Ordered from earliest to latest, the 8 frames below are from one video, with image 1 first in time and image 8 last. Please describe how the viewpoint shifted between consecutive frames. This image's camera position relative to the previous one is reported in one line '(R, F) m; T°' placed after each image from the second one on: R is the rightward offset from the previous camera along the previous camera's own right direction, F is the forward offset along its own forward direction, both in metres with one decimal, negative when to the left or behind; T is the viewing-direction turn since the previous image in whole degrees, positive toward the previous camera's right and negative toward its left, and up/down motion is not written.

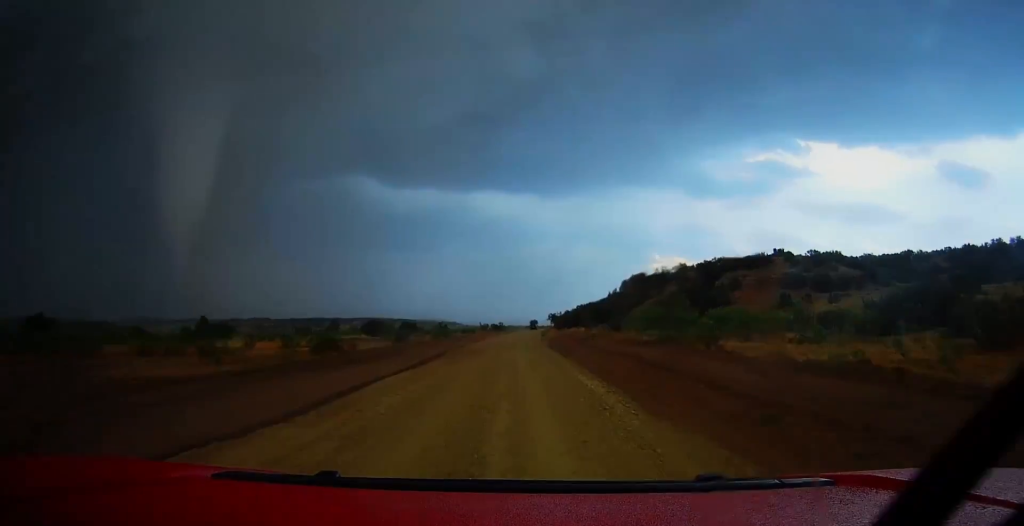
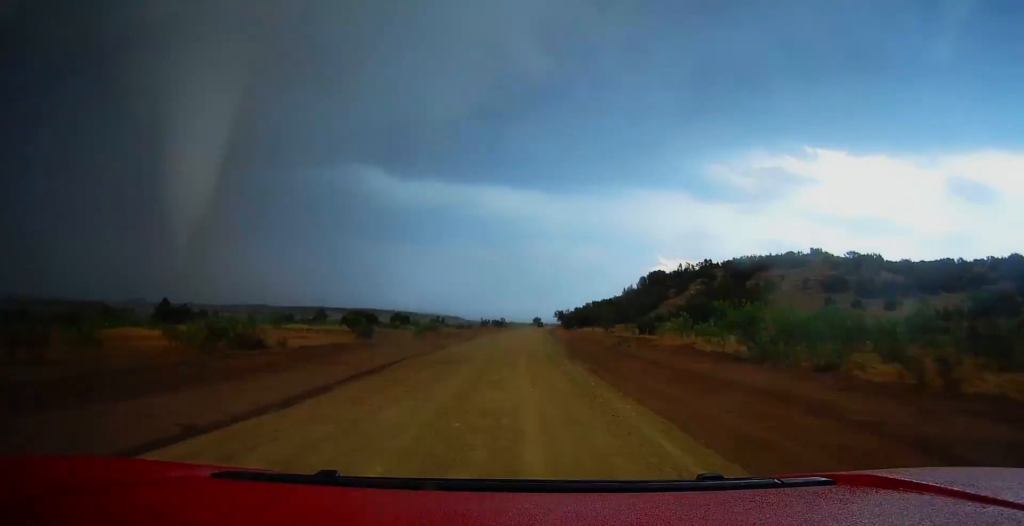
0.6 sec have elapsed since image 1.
(-0.1, +15.6) m; 0°
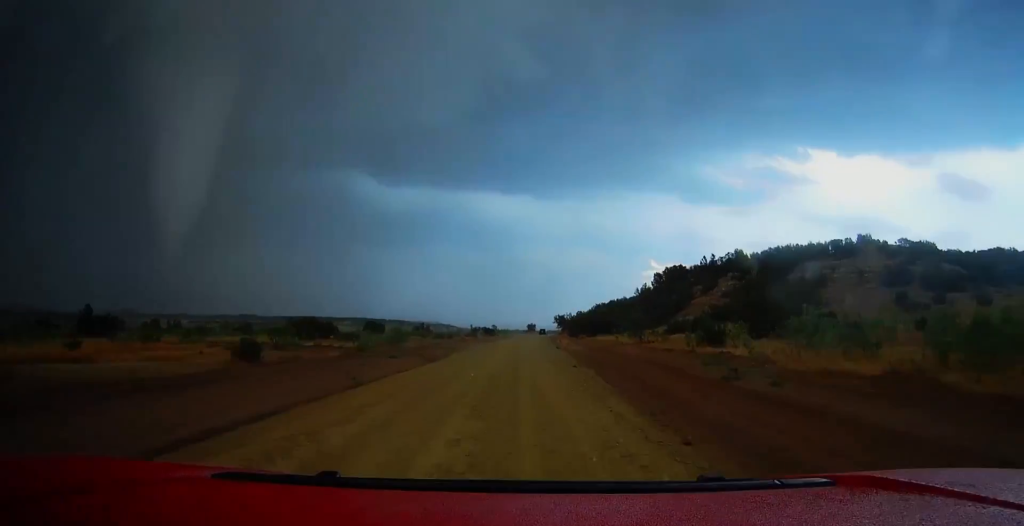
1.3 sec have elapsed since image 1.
(+0.1, +21.0) m; 0°
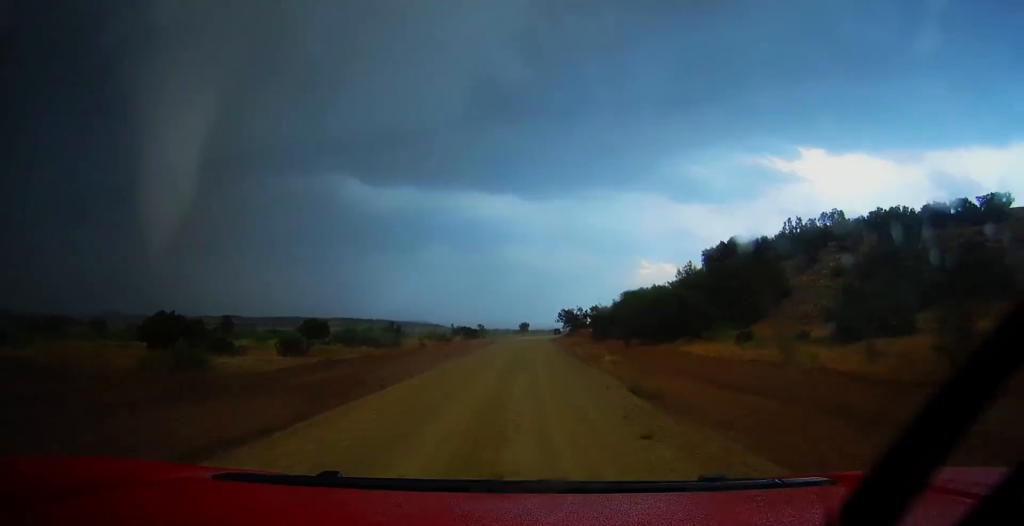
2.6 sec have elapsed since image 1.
(+0.4, +35.3) m; +1°
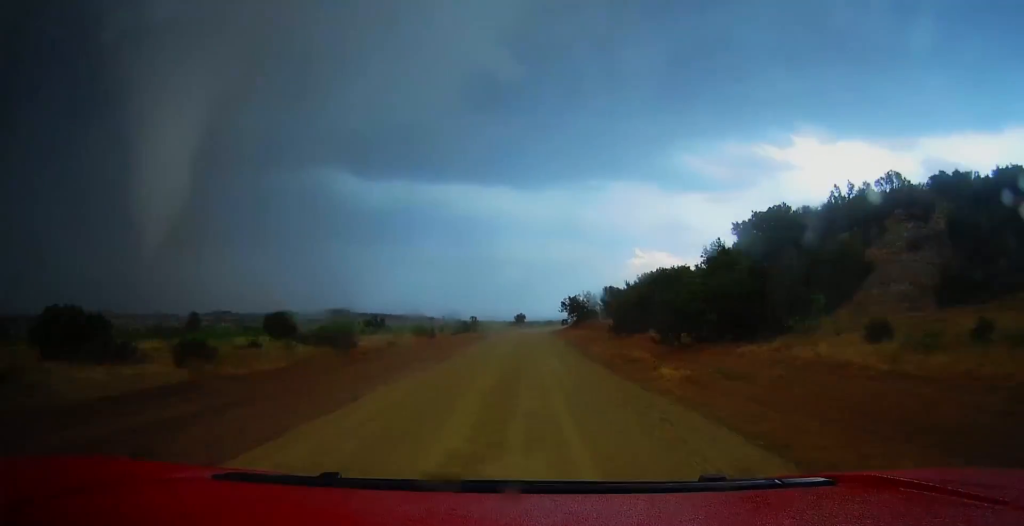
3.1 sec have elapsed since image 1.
(+0.2, +13.4) m; 0°
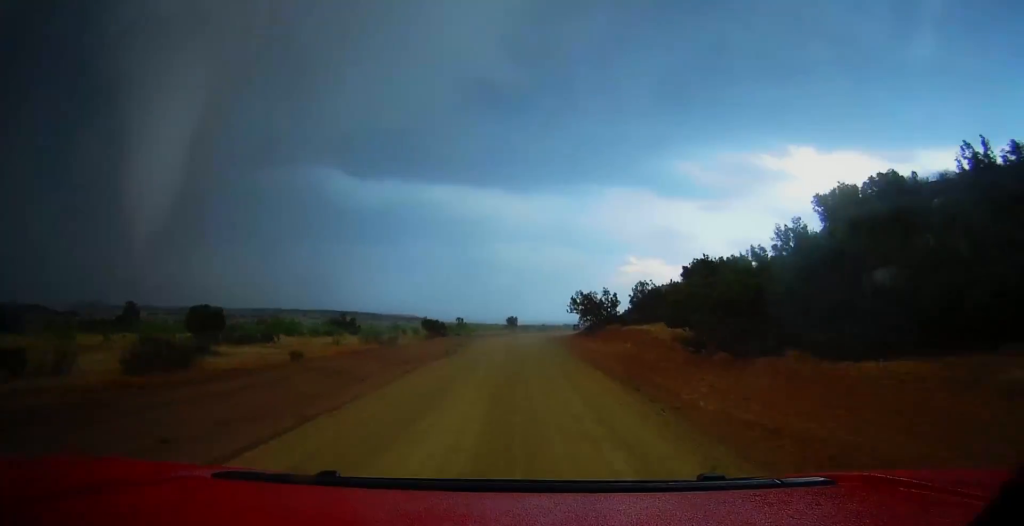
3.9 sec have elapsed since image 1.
(+0.1, +20.2) m; 0°
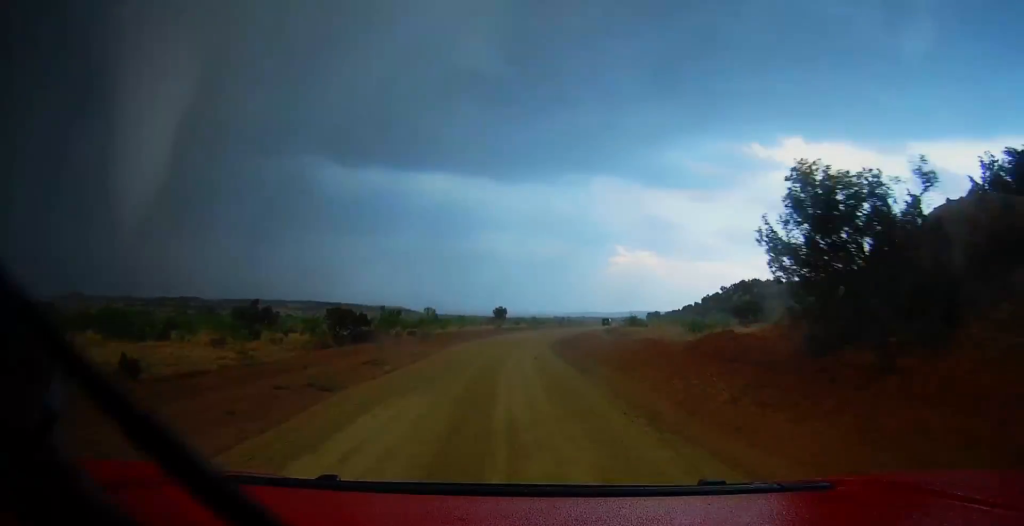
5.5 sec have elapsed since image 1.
(+0.3, +39.2) m; +1°
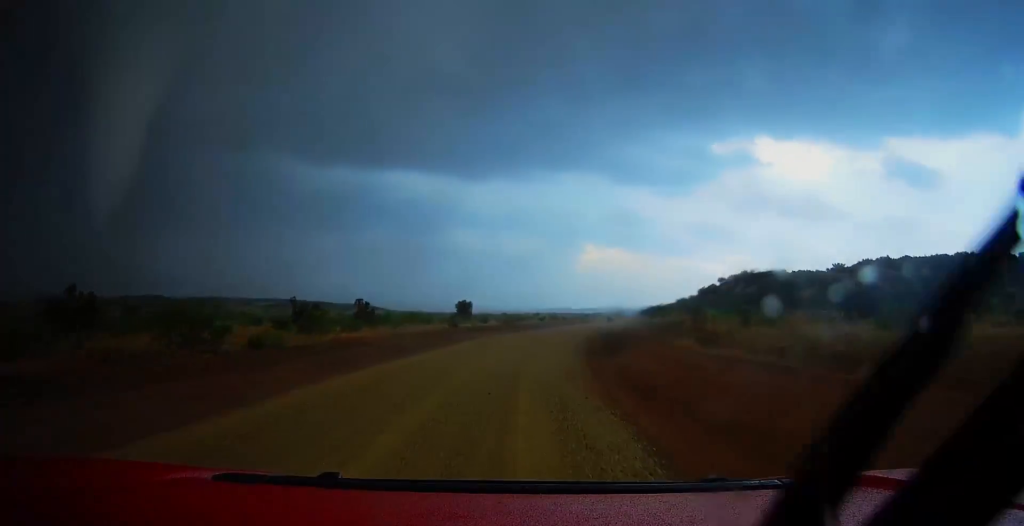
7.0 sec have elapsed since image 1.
(+1.6, +34.9) m; +5°
